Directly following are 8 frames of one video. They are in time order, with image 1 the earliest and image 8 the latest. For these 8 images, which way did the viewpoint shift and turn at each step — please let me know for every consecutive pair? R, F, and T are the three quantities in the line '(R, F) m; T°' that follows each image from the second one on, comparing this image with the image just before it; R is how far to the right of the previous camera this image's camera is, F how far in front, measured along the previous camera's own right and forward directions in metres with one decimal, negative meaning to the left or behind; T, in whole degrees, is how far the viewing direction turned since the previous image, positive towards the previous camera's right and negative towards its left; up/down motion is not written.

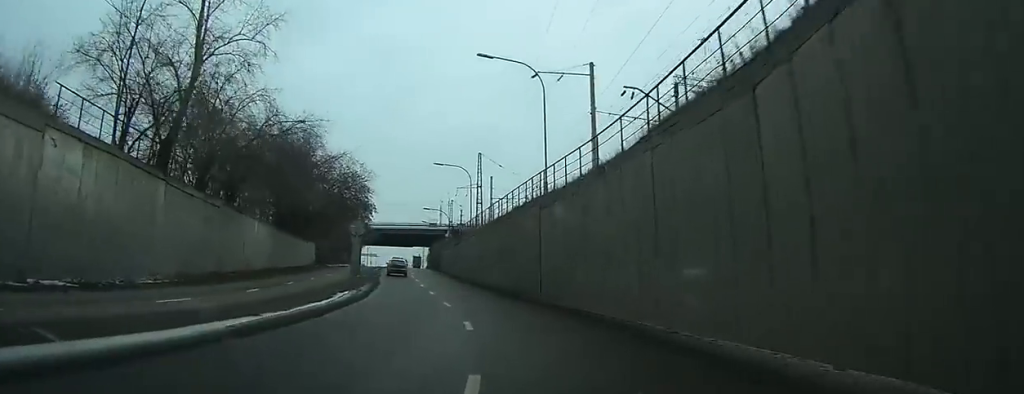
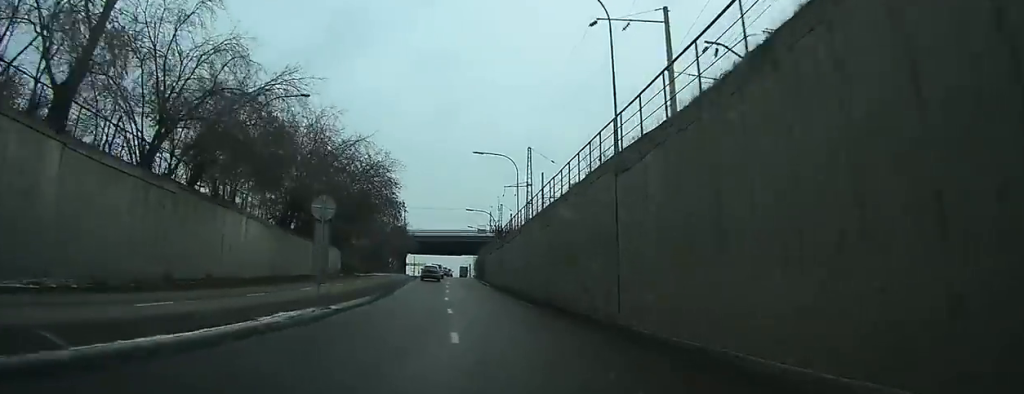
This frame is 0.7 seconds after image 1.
(-0.1, +10.2) m; -1°
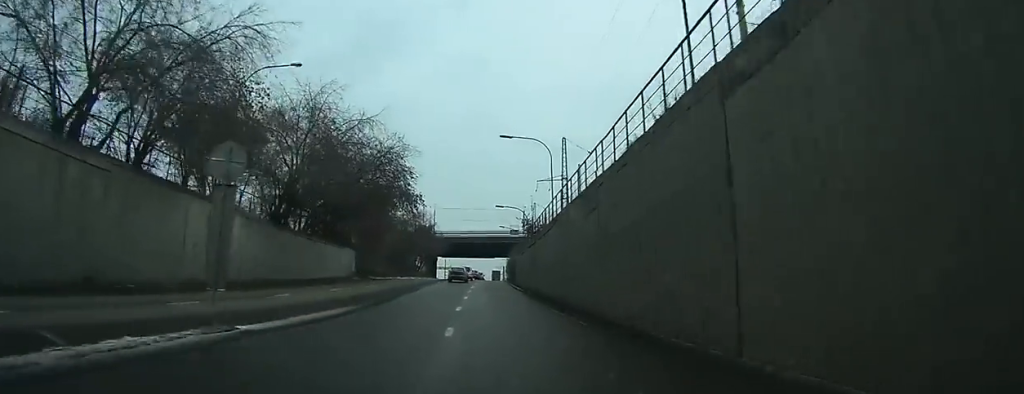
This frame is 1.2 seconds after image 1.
(0.0, +7.1) m; -1°
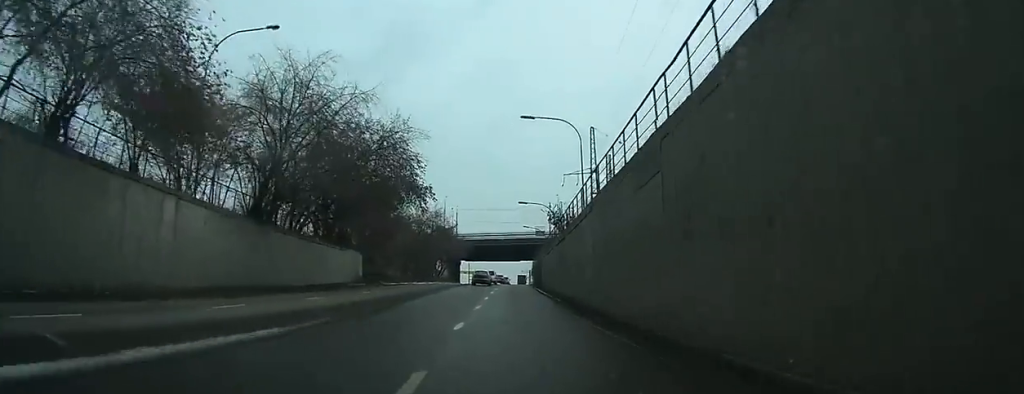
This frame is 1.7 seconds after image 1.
(-0.1, +6.3) m; -2°
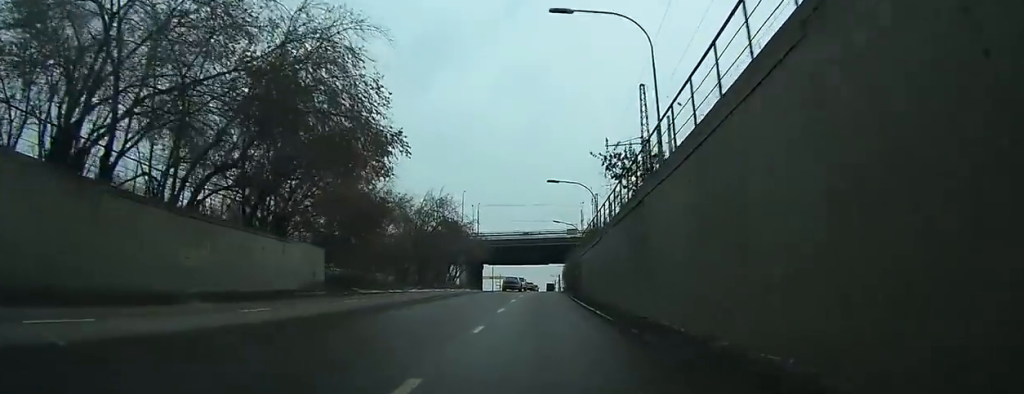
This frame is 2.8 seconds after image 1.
(-0.6, +16.3) m; -3°
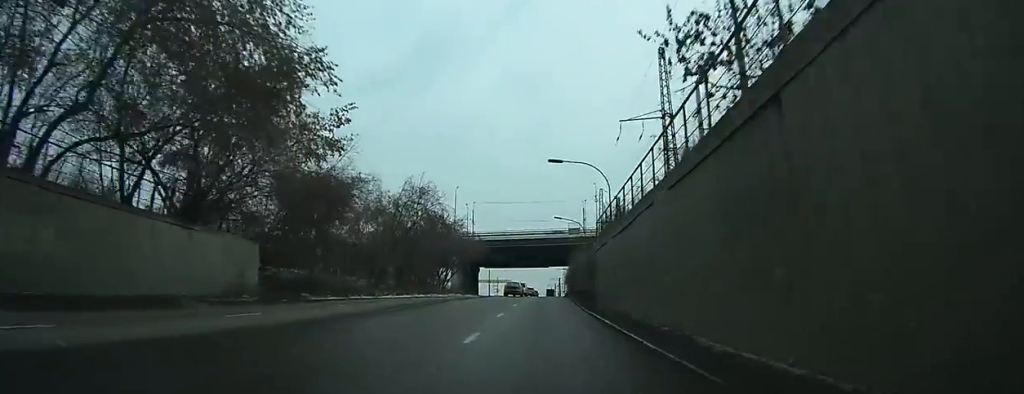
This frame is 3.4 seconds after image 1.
(-0.1, +9.1) m; 0°
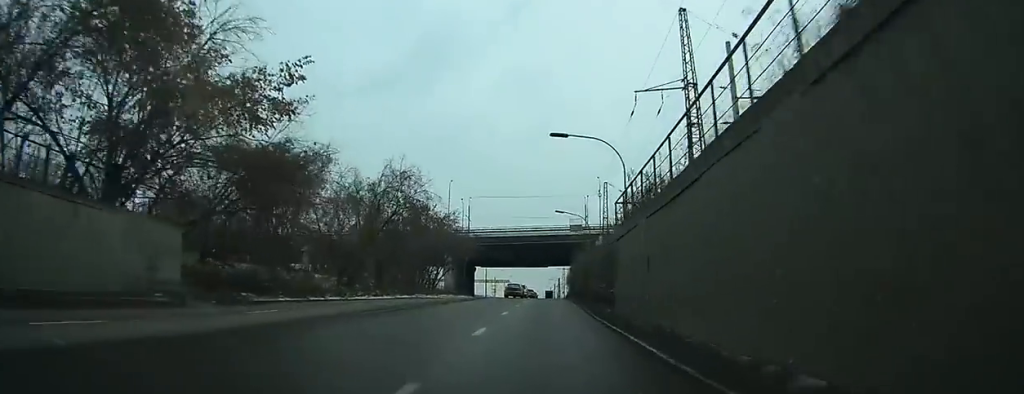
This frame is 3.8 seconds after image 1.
(+0.1, +6.7) m; 0°
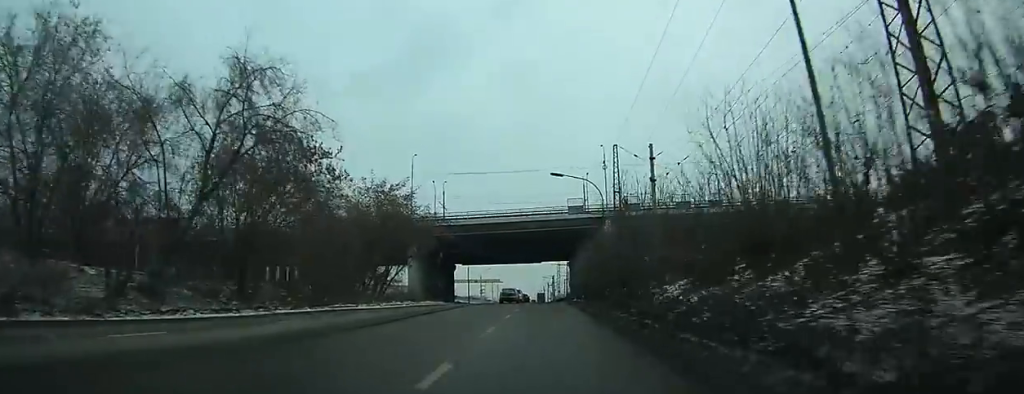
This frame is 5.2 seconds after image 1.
(-0.3, +21.6) m; -2°
